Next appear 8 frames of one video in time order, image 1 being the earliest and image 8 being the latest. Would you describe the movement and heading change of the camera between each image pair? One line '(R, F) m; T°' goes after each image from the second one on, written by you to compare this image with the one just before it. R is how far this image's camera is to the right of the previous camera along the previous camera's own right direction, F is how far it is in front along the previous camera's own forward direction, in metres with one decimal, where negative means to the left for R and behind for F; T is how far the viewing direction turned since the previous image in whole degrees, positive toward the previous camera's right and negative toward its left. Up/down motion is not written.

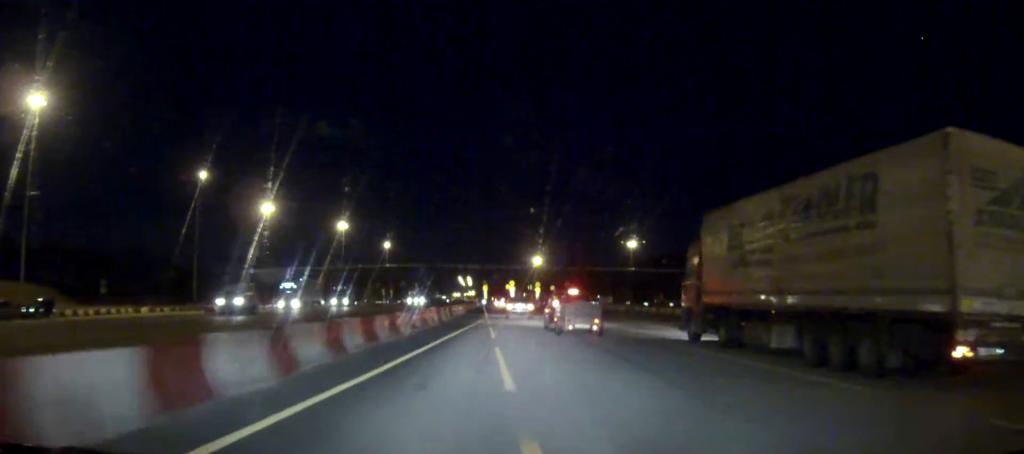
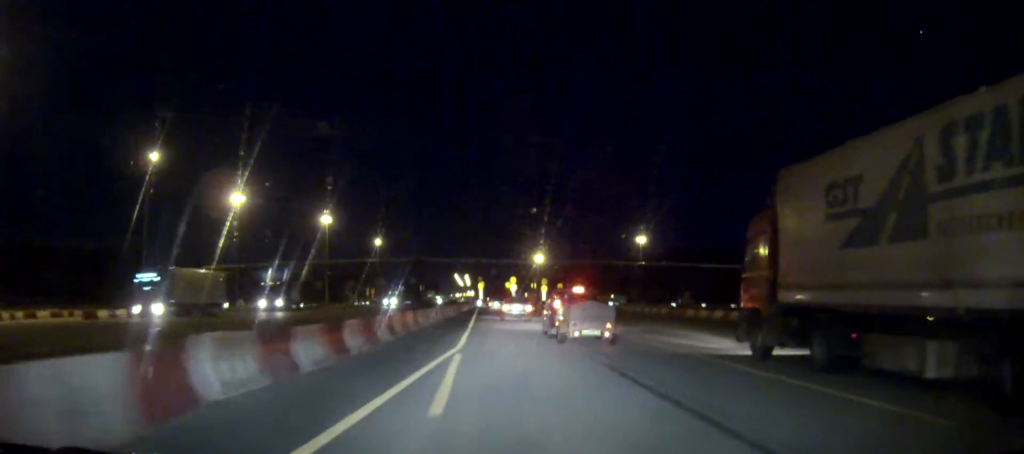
(0.0, +27.5) m; 0°
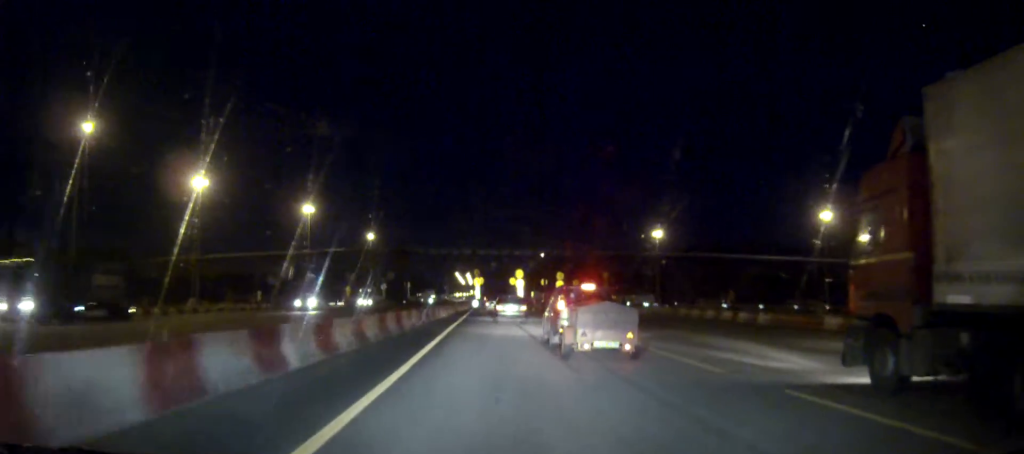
(0.0, +30.8) m; 0°
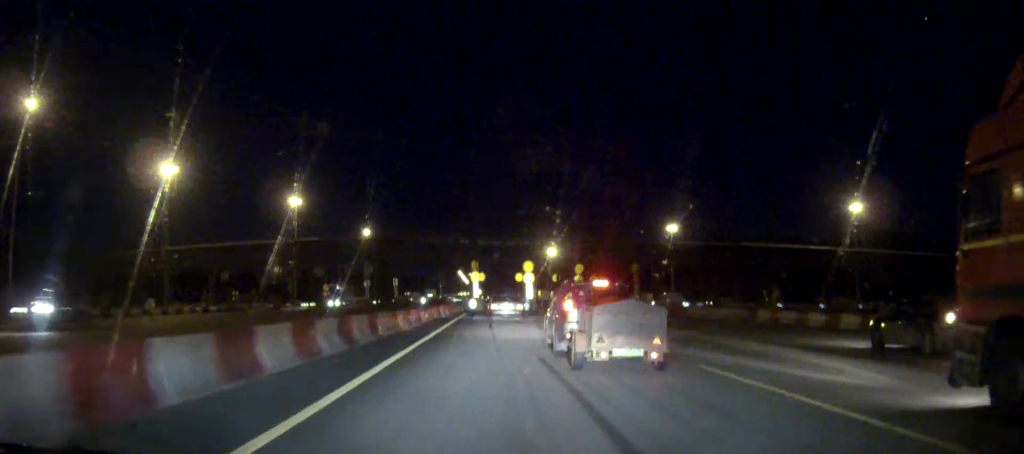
(-0.1, +21.1) m; 0°
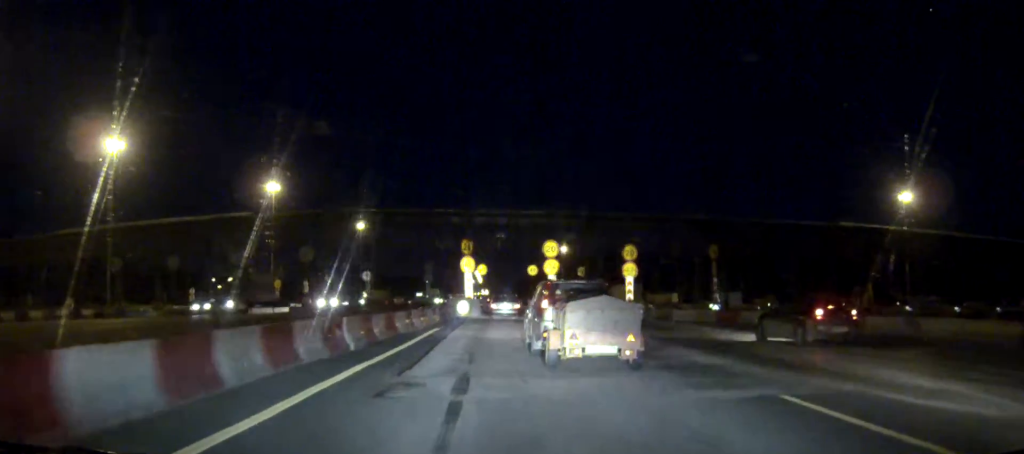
(-0.2, +30.2) m; 0°
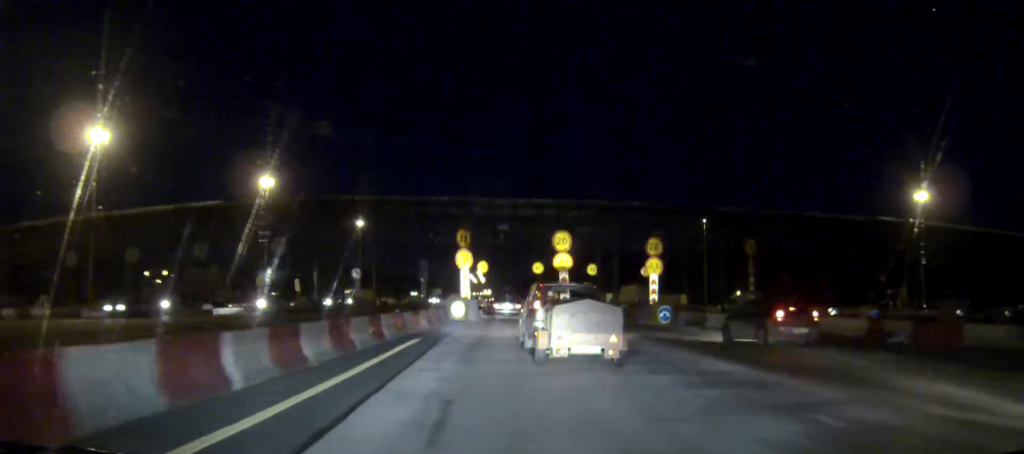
(0.0, +7.8) m; 0°
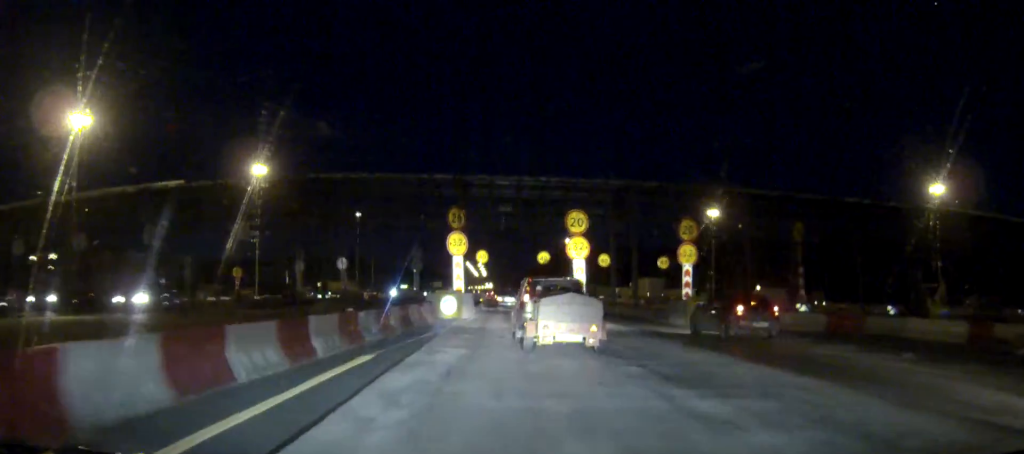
(0.0, +8.1) m; 0°
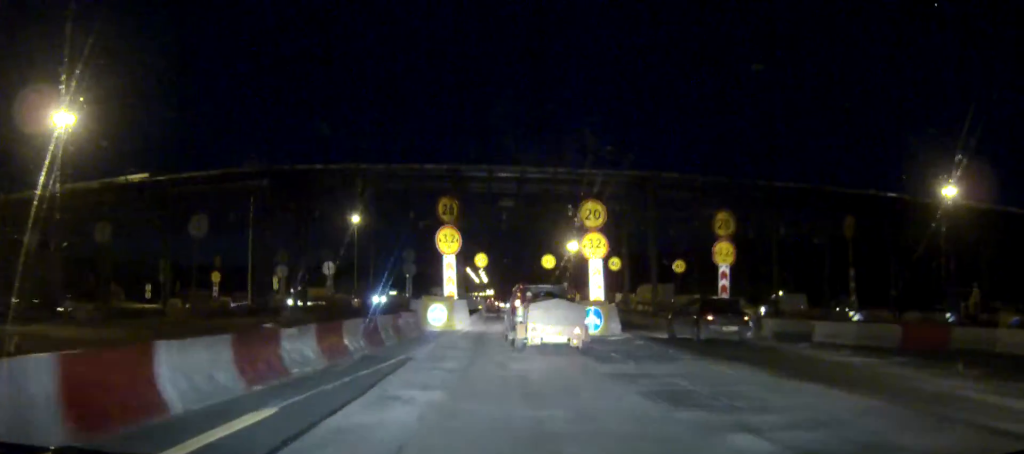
(0.0, +6.2) m; 0°
